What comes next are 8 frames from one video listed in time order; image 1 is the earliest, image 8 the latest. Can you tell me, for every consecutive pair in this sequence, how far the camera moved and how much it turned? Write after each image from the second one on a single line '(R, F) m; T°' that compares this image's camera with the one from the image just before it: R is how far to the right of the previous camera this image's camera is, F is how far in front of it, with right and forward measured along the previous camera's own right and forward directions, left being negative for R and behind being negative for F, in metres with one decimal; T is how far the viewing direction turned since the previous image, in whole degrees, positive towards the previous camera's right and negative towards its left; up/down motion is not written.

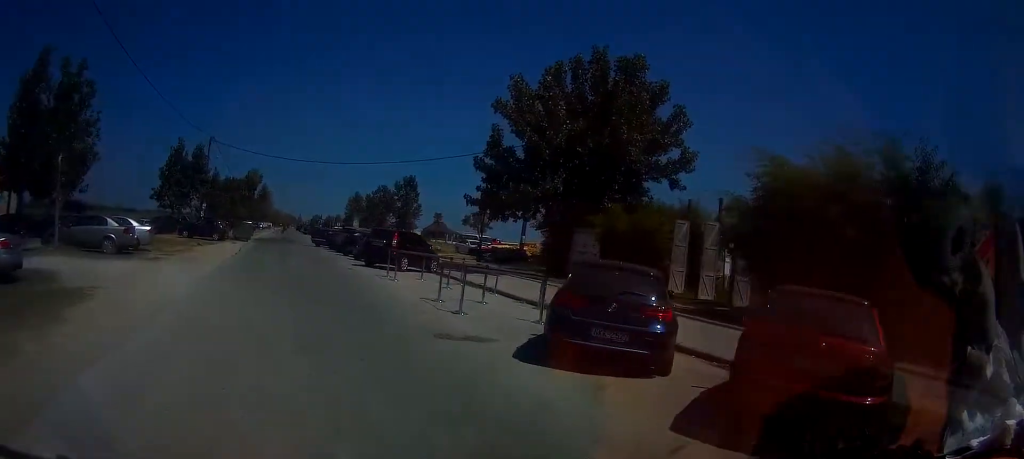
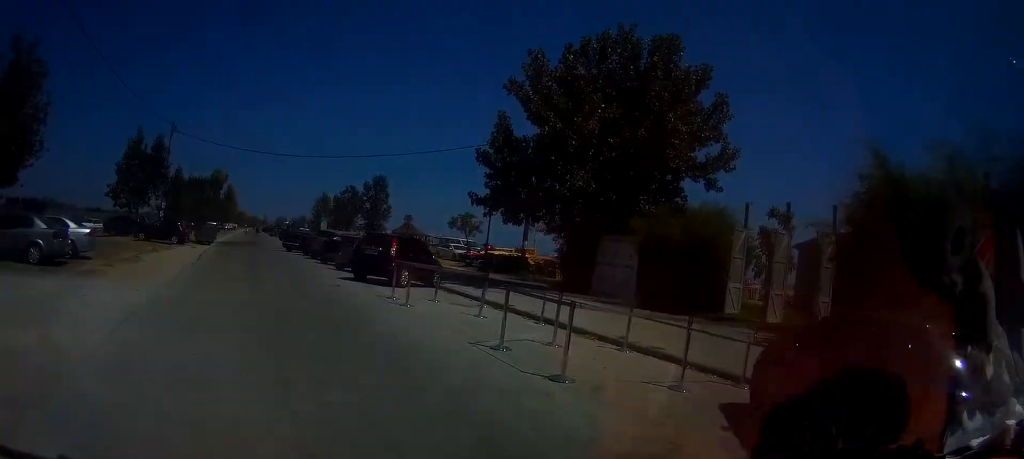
(+0.1, +5.8) m; 0°
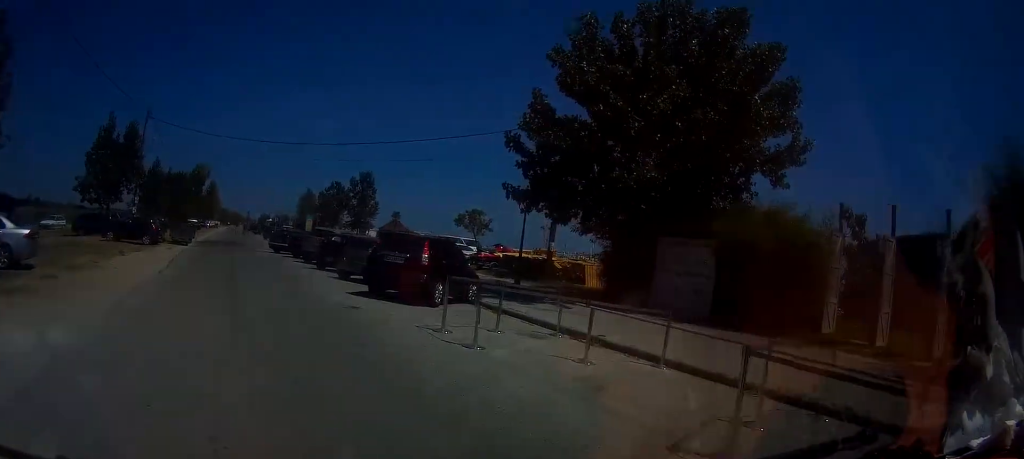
(0.0, +5.5) m; 0°
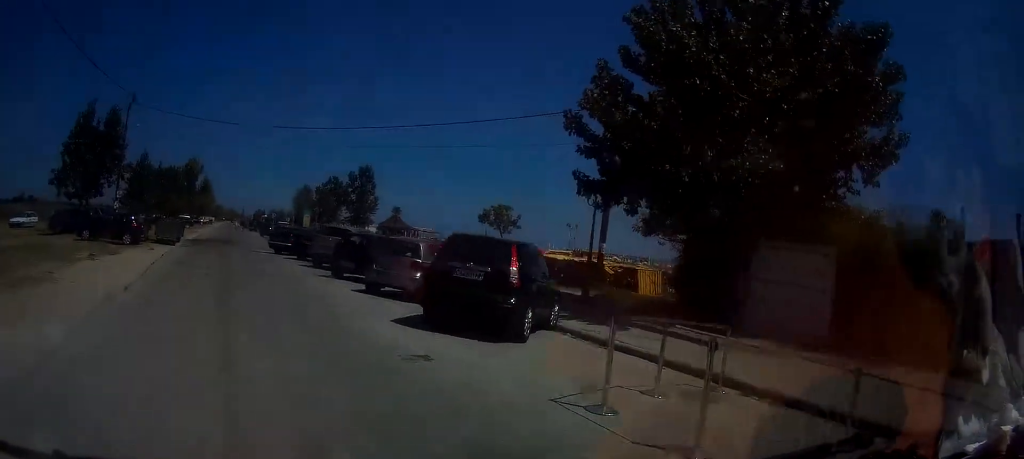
(-0.1, +5.1) m; 0°
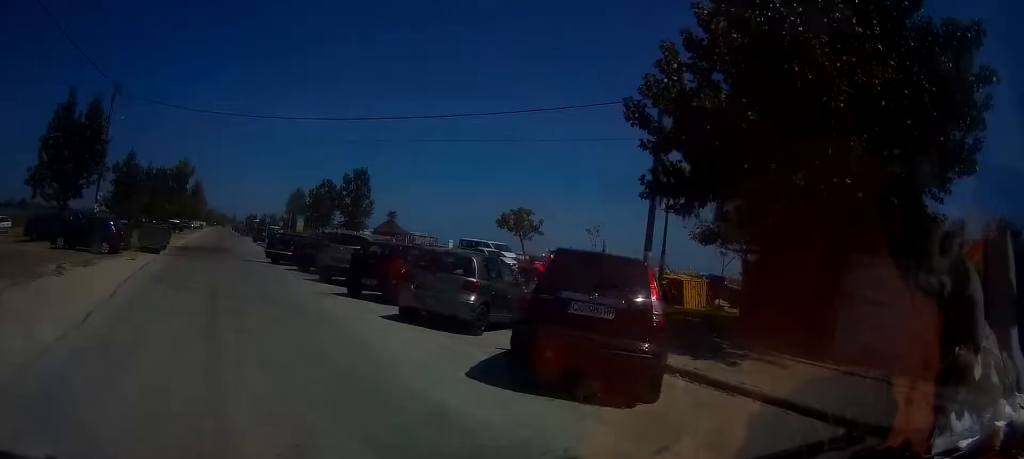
(0.0, +3.8) m; 0°
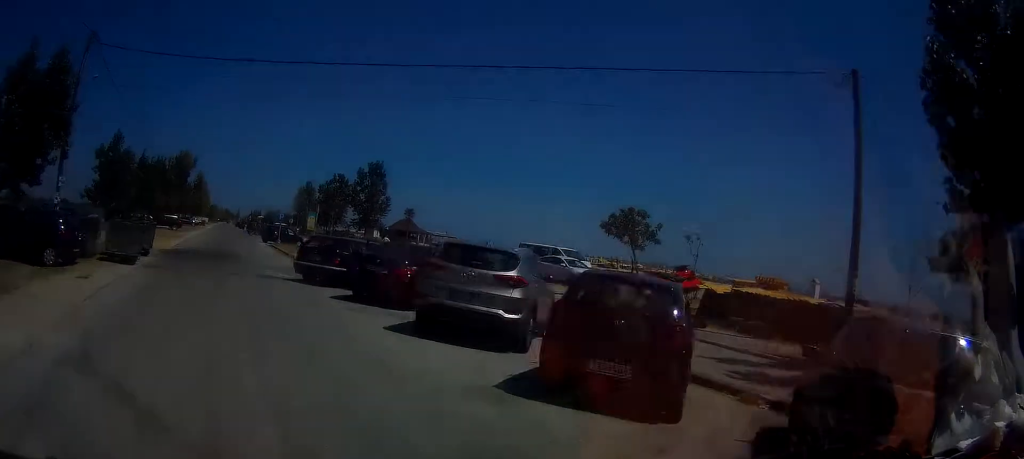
(+0.1, +9.0) m; 0°
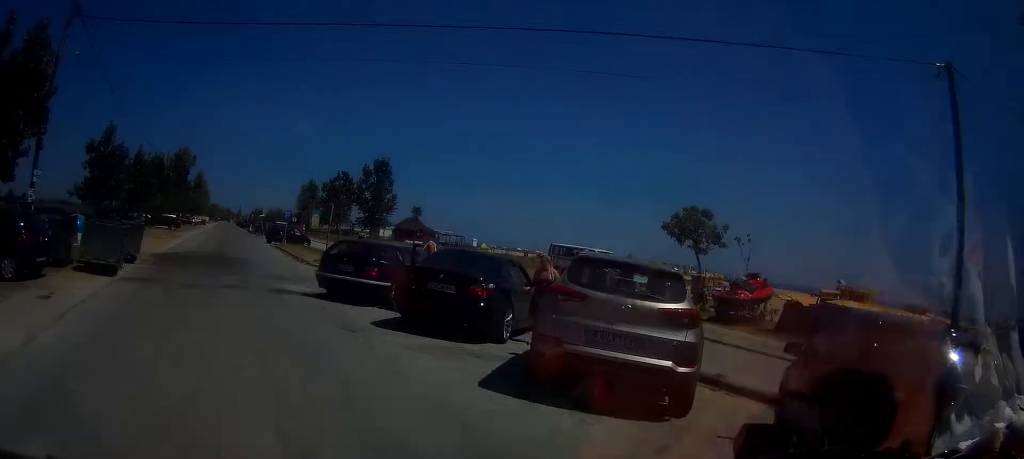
(0.0, +3.6) m; 0°
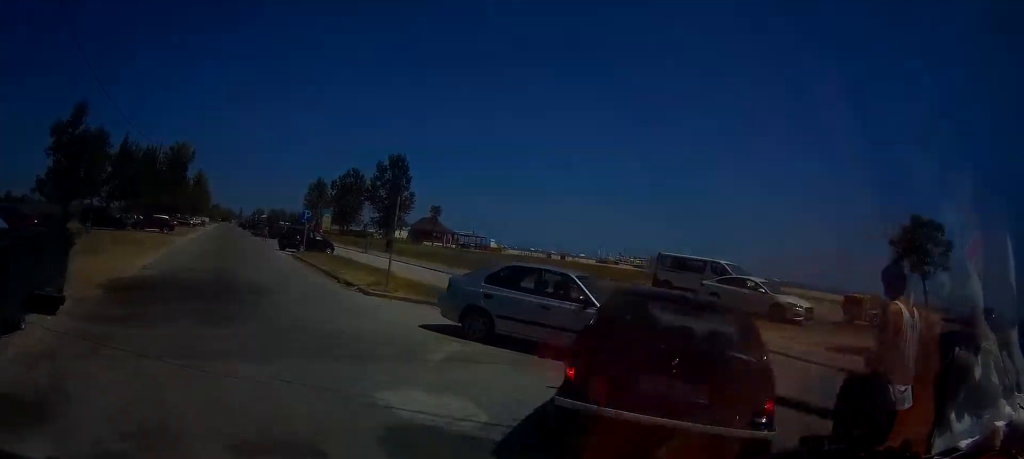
(-0.1, +9.1) m; 0°
